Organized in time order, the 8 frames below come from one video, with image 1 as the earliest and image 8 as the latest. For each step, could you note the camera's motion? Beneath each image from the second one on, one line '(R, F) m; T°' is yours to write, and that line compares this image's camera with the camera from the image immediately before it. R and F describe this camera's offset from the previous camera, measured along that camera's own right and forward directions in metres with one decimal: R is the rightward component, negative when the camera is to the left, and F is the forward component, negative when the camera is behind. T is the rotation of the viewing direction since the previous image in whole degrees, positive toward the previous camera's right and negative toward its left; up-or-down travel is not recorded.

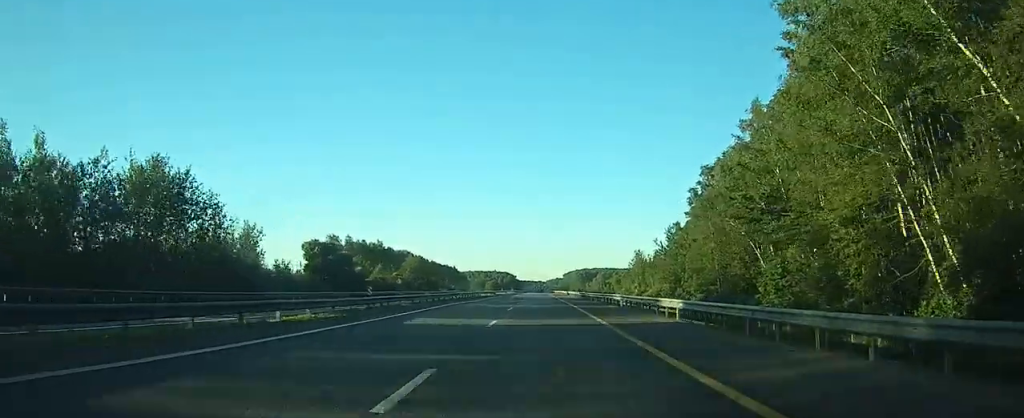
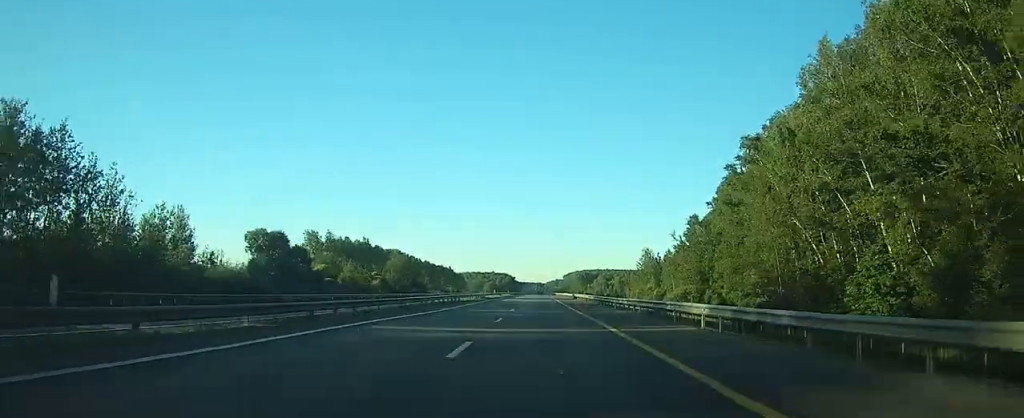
(0.0, +19.6) m; 0°
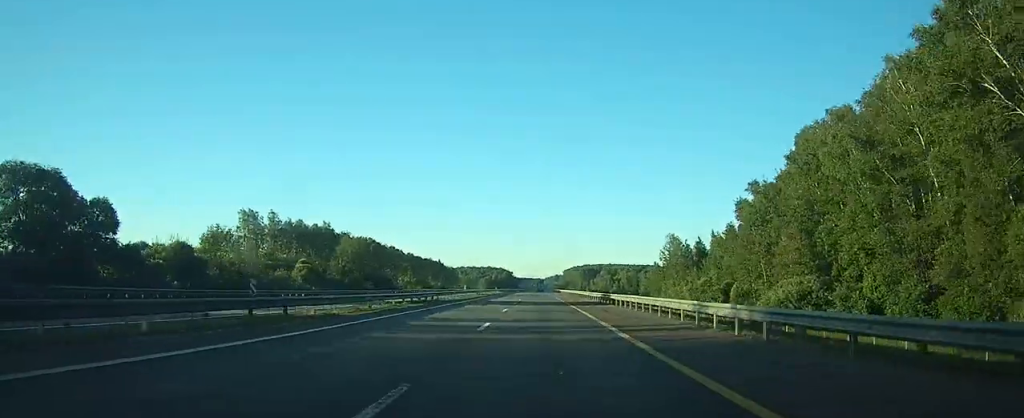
(0.0, +42.2) m; 0°
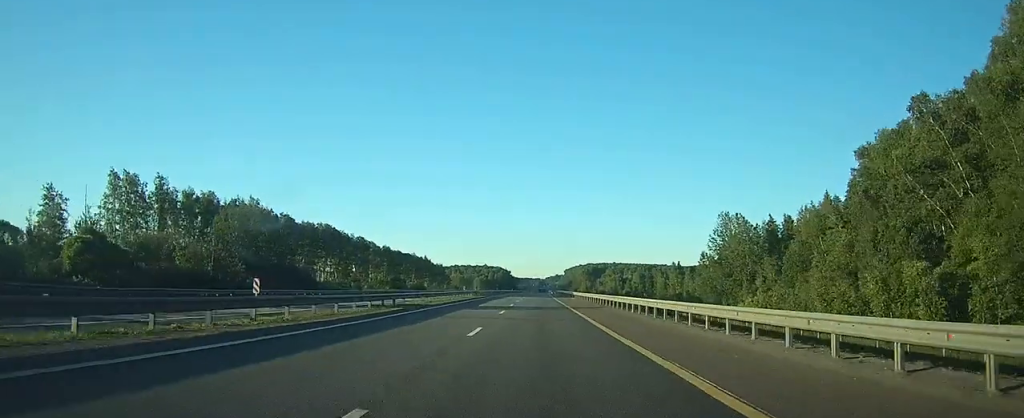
(0.0, +49.8) m; 0°
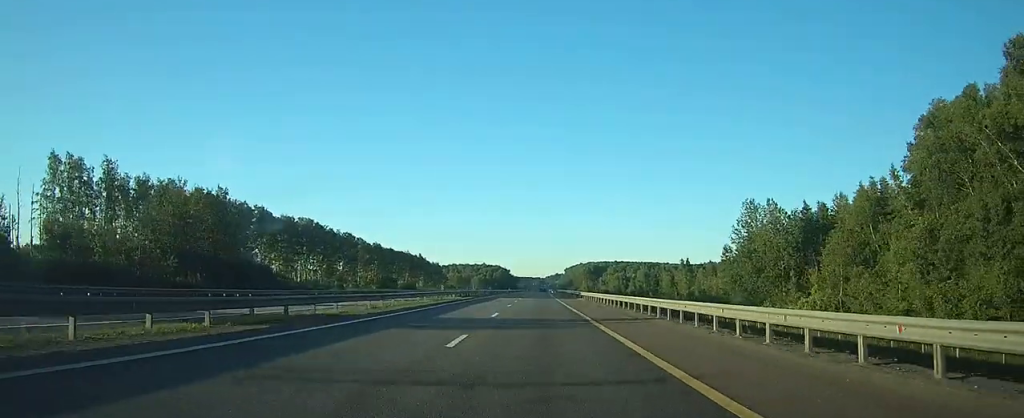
(0.0, +15.0) m; 0°
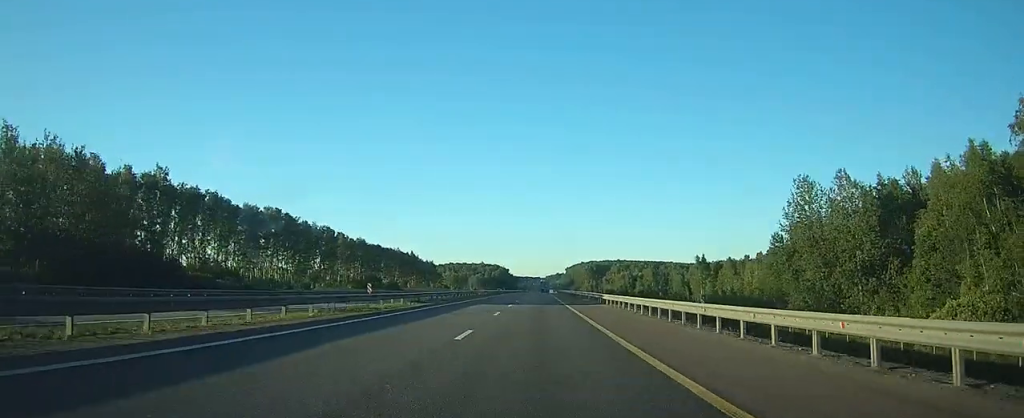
(0.0, +22.6) m; 0°
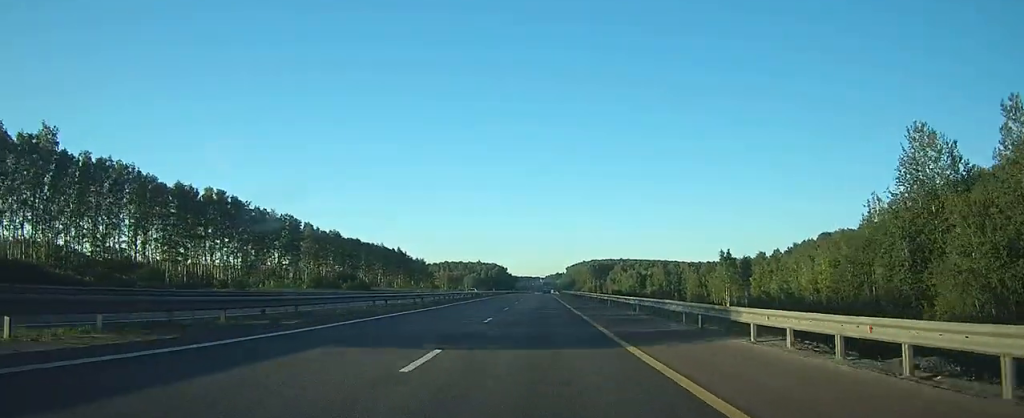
(0.0, +29.3) m; 0°
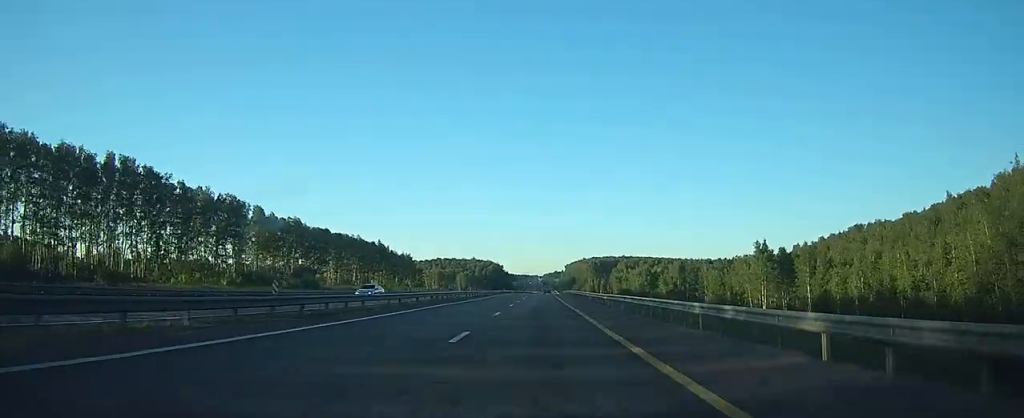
(0.0, +32.1) m; 0°
